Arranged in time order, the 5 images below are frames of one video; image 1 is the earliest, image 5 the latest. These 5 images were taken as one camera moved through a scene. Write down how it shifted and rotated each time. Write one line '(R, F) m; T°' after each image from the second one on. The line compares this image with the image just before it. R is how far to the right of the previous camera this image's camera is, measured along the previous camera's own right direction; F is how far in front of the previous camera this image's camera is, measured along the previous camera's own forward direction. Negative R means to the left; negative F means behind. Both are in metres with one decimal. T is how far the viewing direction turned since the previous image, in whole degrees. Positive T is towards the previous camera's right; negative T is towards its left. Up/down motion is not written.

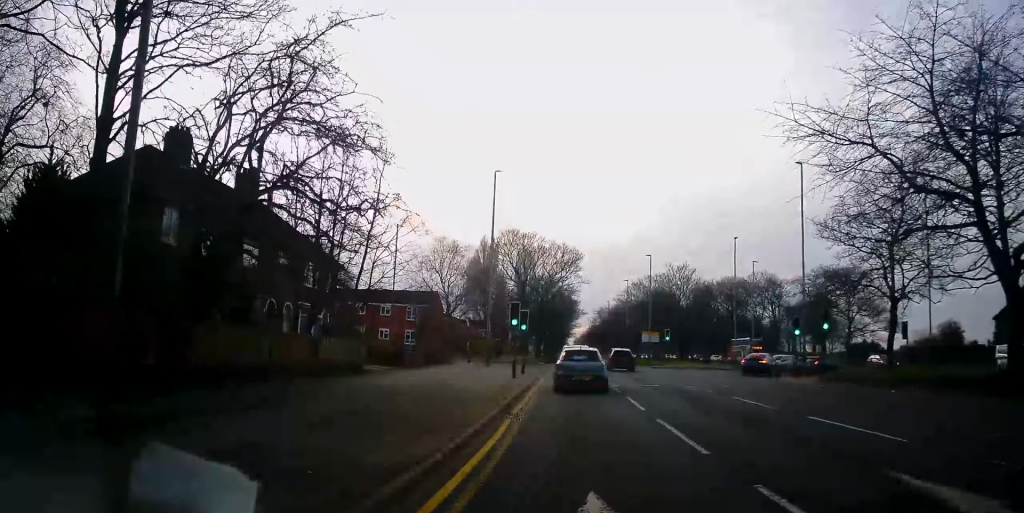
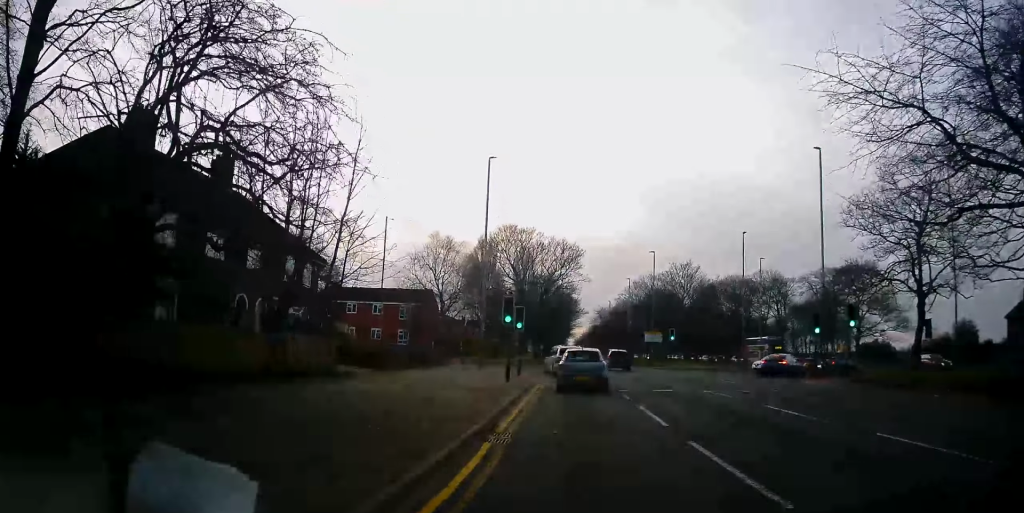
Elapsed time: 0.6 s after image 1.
(-0.1, +2.3) m; +2°
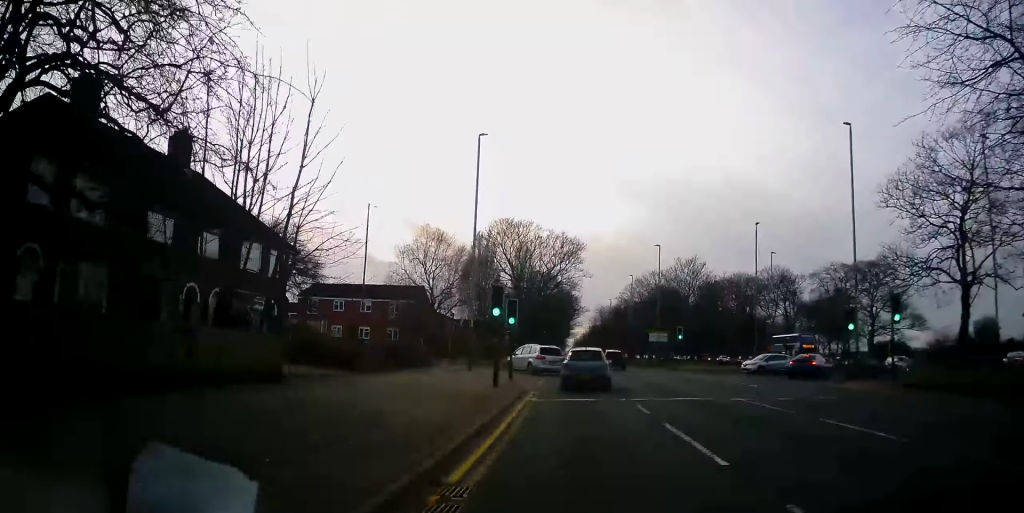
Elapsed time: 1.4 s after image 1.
(+0.1, +3.2) m; +2°
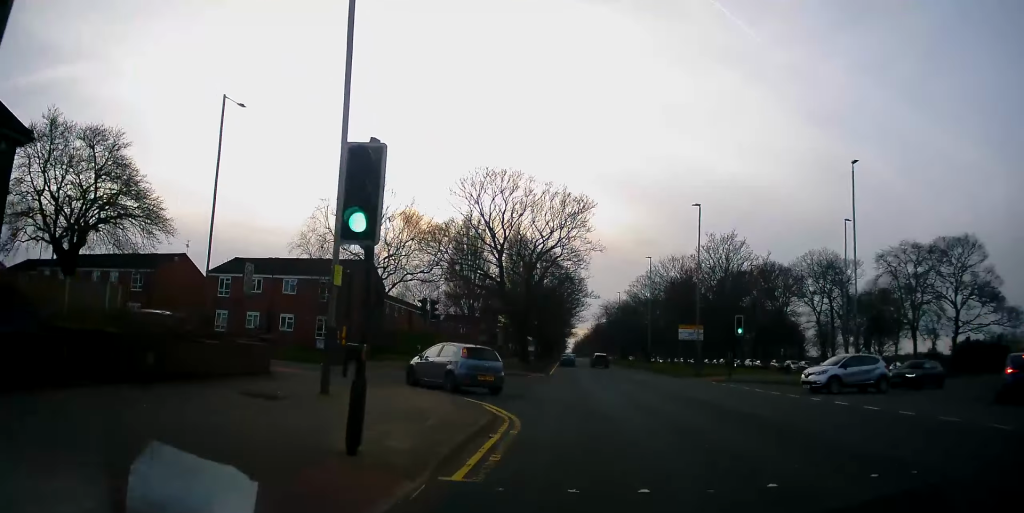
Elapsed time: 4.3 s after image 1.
(+1.1, +16.2) m; +4°
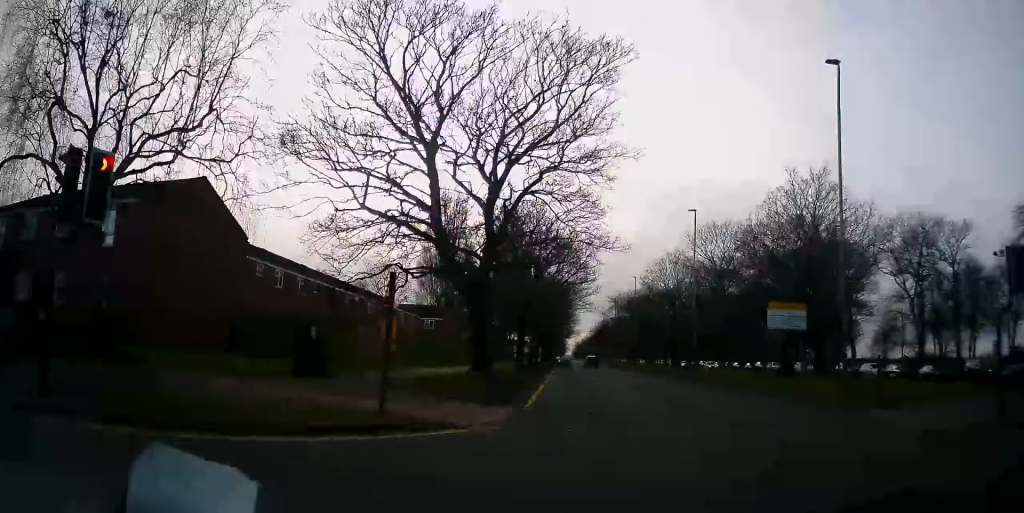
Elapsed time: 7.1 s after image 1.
(+0.4, +21.8) m; +1°
